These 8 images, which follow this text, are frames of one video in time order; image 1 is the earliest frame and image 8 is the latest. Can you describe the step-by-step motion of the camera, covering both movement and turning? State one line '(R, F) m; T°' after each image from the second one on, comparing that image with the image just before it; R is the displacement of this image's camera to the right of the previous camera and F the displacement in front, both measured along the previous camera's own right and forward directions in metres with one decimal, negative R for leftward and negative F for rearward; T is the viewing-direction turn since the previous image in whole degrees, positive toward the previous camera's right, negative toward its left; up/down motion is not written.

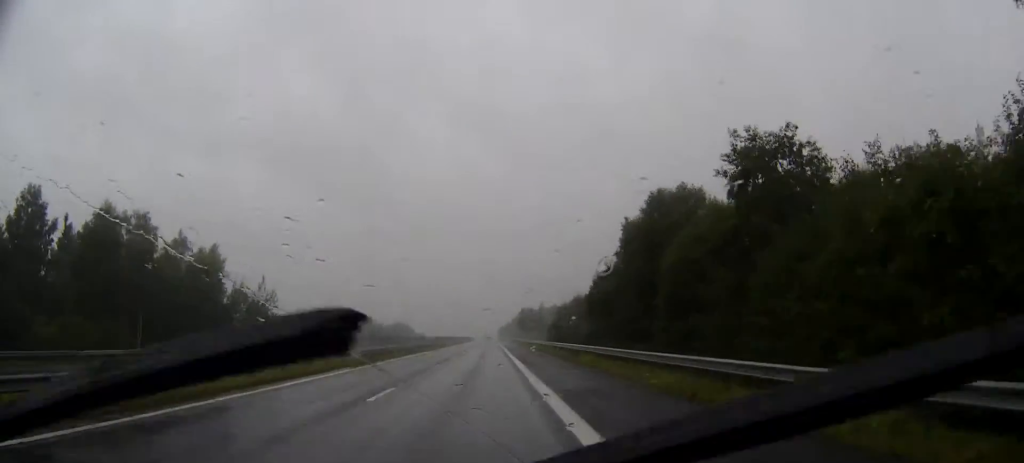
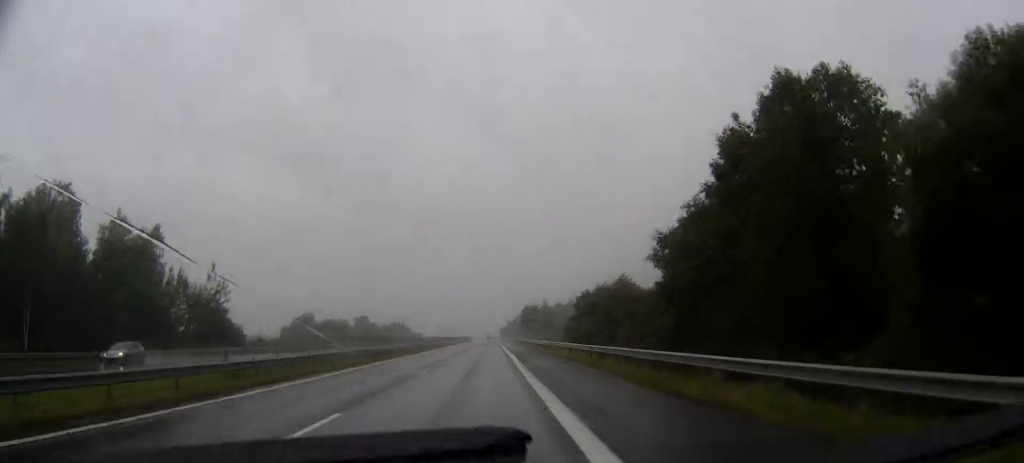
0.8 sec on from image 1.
(0.0, +22.4) m; 0°
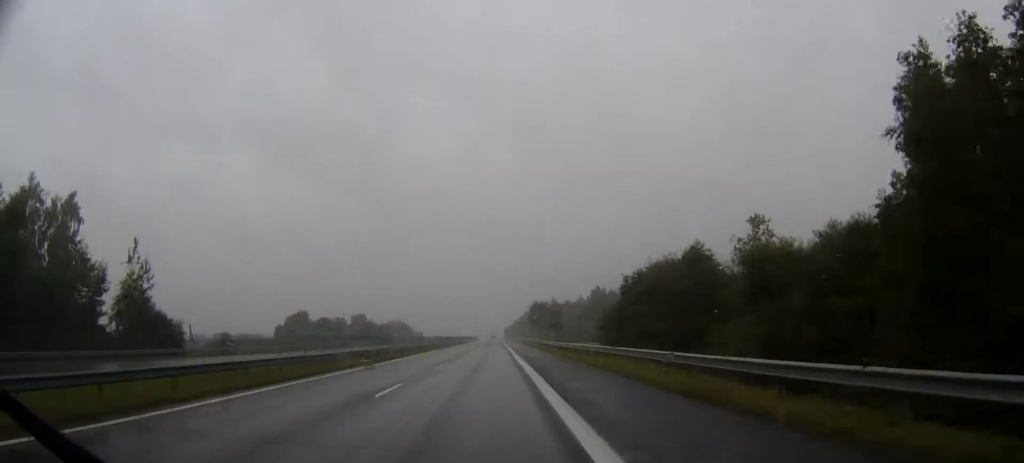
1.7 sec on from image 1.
(-0.1, +24.4) m; -1°
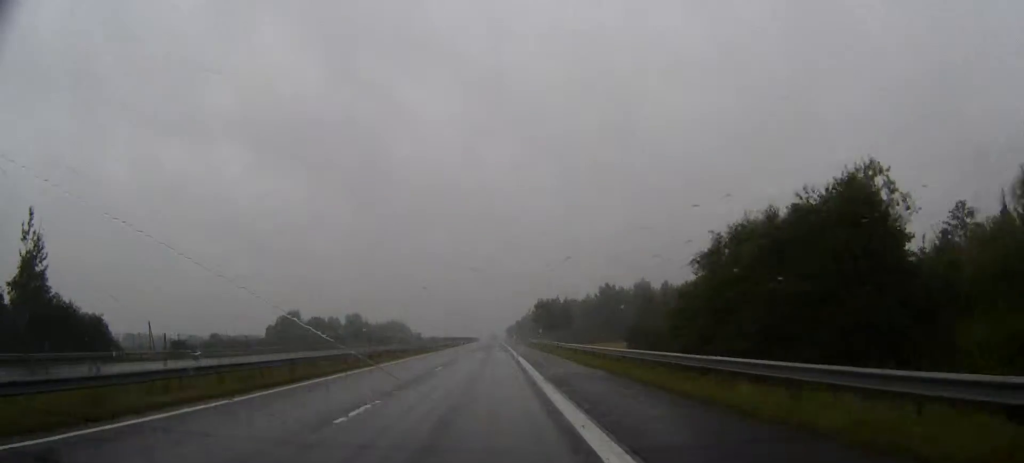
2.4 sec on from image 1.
(-0.1, +20.6) m; 0°
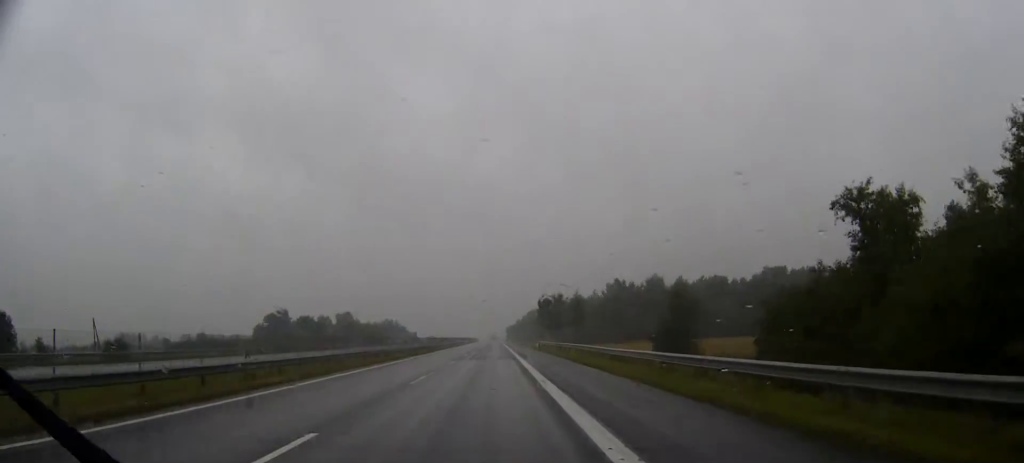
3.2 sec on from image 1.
(0.0, +21.6) m; 0°
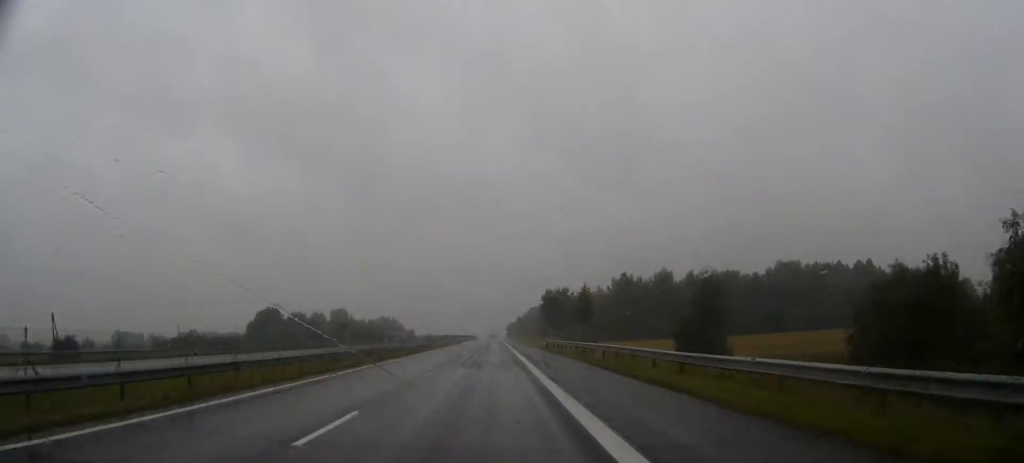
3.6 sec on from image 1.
(0.0, +13.2) m; 0°
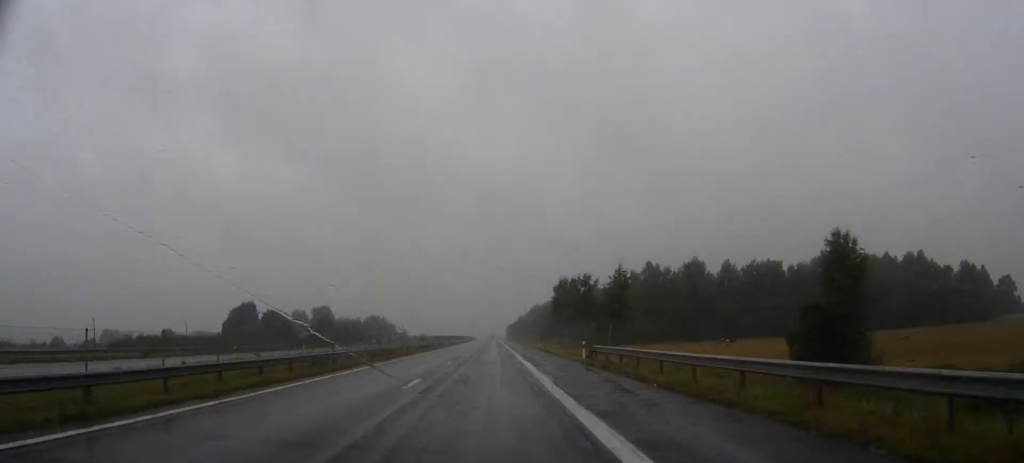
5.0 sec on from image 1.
(+0.1, +37.5) m; 0°
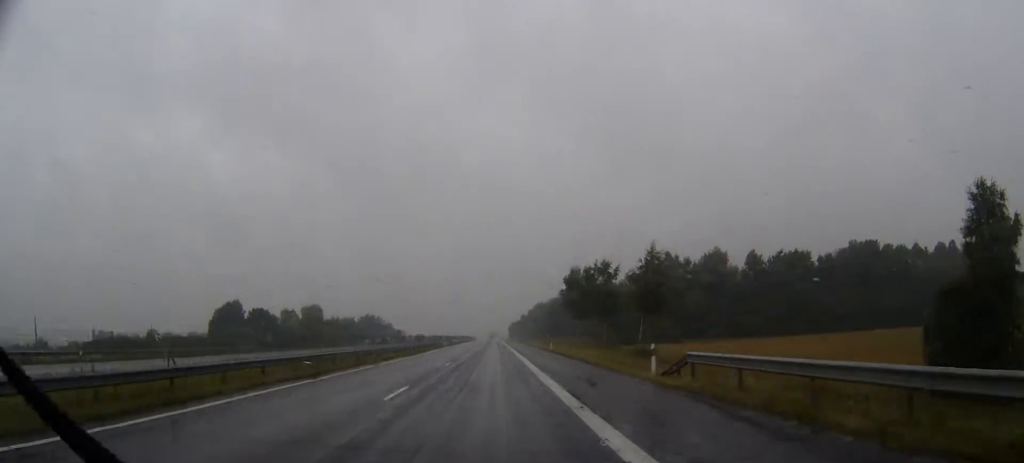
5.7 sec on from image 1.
(0.0, +19.7) m; 0°
